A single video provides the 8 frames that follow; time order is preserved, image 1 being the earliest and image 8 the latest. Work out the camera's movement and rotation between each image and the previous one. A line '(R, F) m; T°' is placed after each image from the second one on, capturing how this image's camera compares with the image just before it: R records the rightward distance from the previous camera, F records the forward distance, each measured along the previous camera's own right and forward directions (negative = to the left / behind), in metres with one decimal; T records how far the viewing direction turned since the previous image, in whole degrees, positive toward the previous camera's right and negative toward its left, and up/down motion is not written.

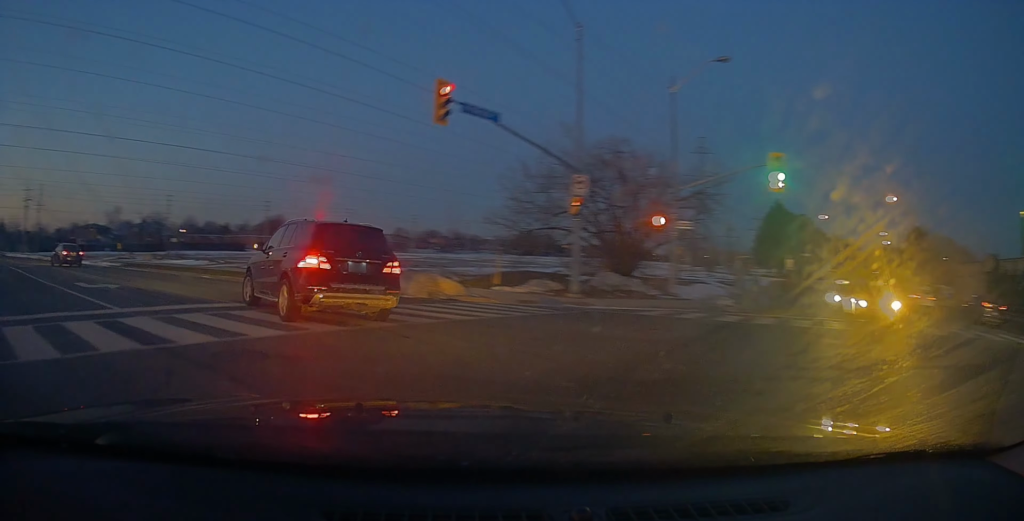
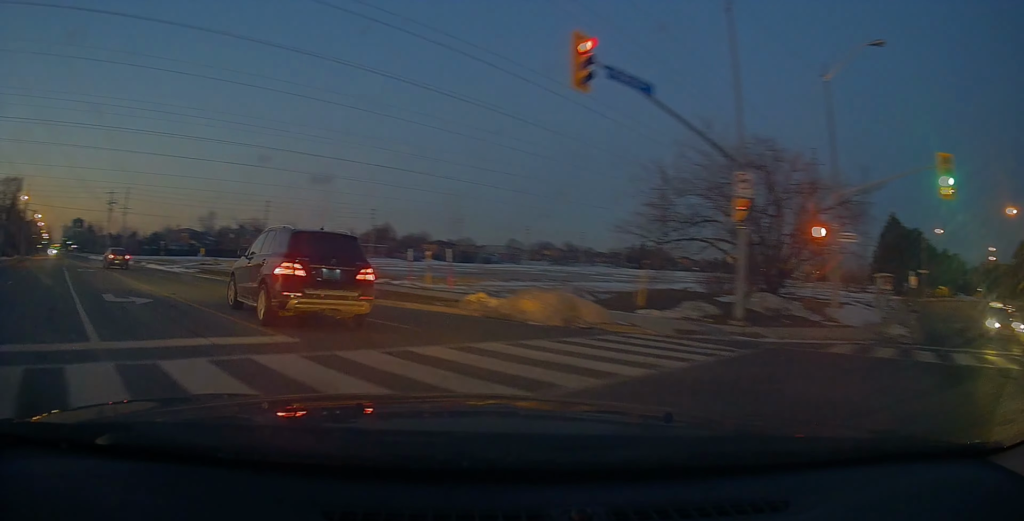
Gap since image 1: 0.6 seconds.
(-0.3, +4.3) m; -11°
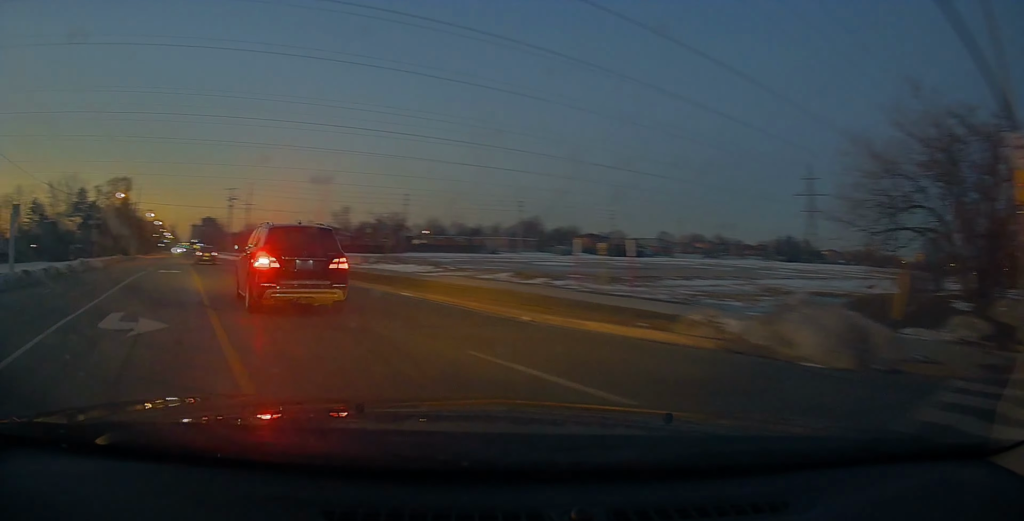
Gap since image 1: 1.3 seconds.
(-0.8, +5.8) m; -15°
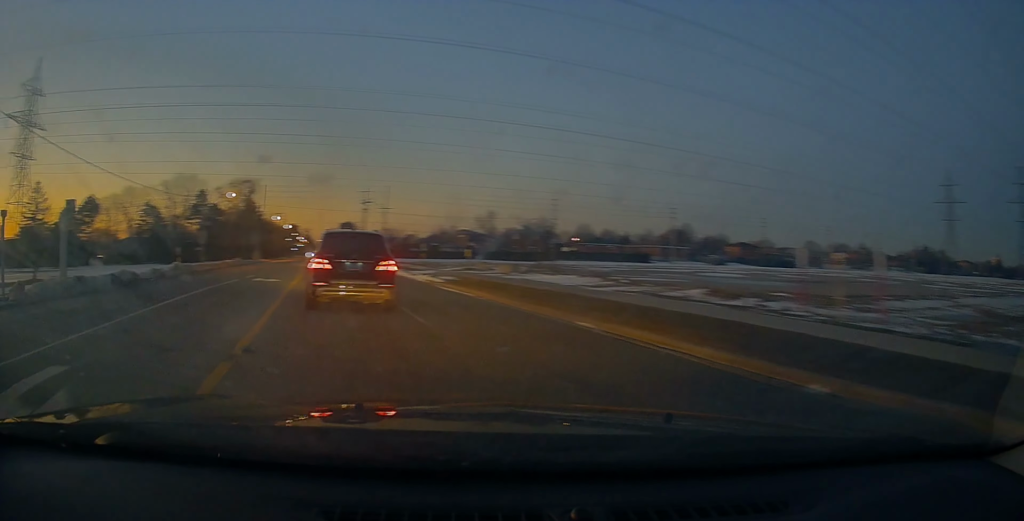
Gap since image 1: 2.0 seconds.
(-0.6, +5.5) m; -13°
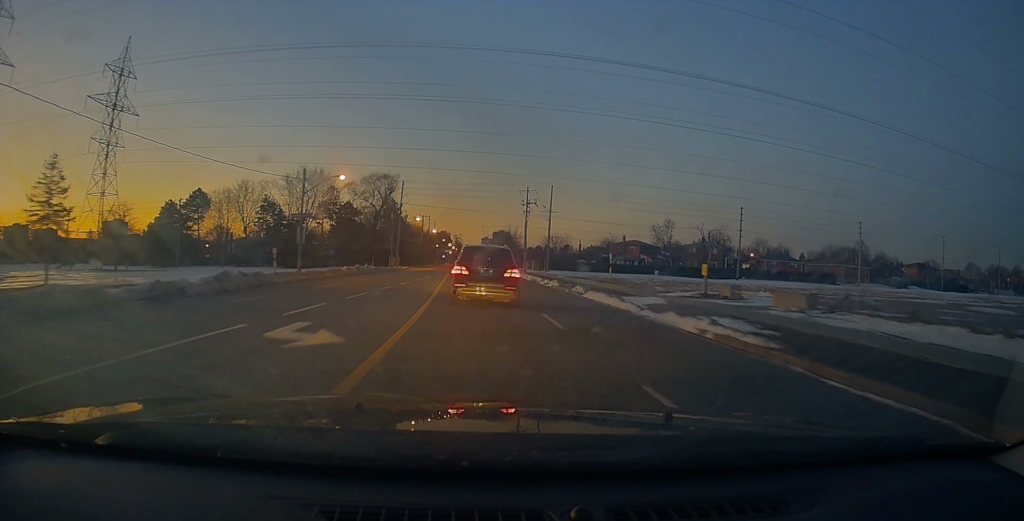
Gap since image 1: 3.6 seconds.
(-3.3, +15.4) m; -19°
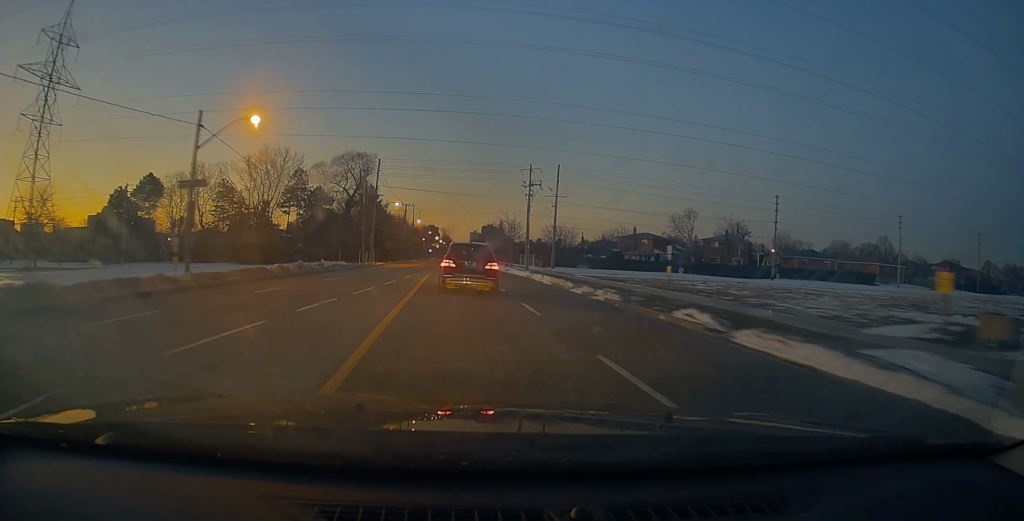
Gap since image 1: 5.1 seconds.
(-0.8, +16.0) m; -3°
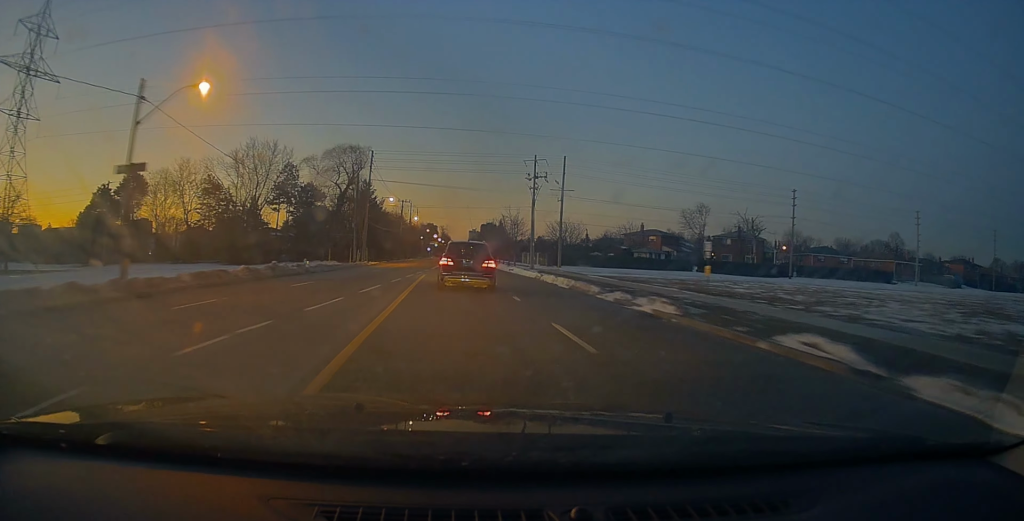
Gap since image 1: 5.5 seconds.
(+0.2, +5.3) m; 0°
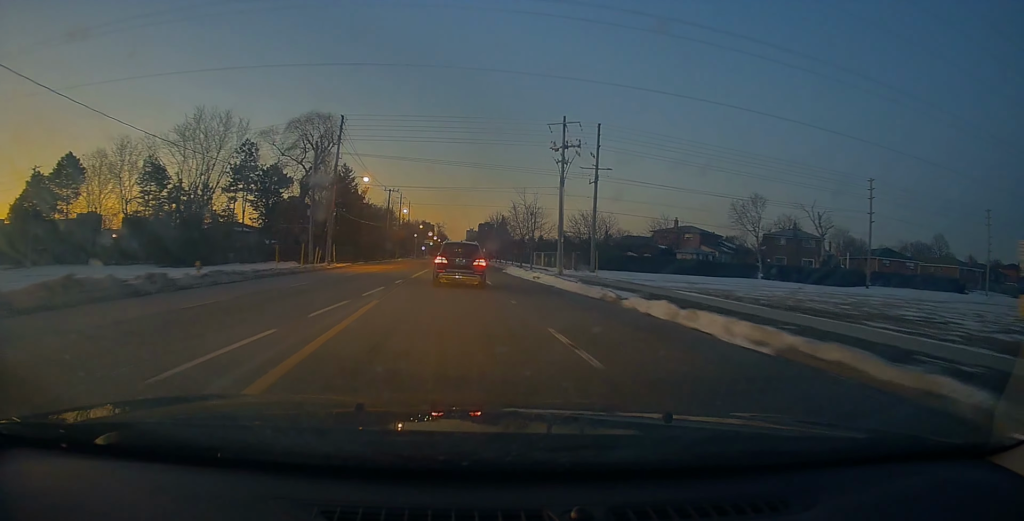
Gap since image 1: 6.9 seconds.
(0.0, +18.6) m; +3°
